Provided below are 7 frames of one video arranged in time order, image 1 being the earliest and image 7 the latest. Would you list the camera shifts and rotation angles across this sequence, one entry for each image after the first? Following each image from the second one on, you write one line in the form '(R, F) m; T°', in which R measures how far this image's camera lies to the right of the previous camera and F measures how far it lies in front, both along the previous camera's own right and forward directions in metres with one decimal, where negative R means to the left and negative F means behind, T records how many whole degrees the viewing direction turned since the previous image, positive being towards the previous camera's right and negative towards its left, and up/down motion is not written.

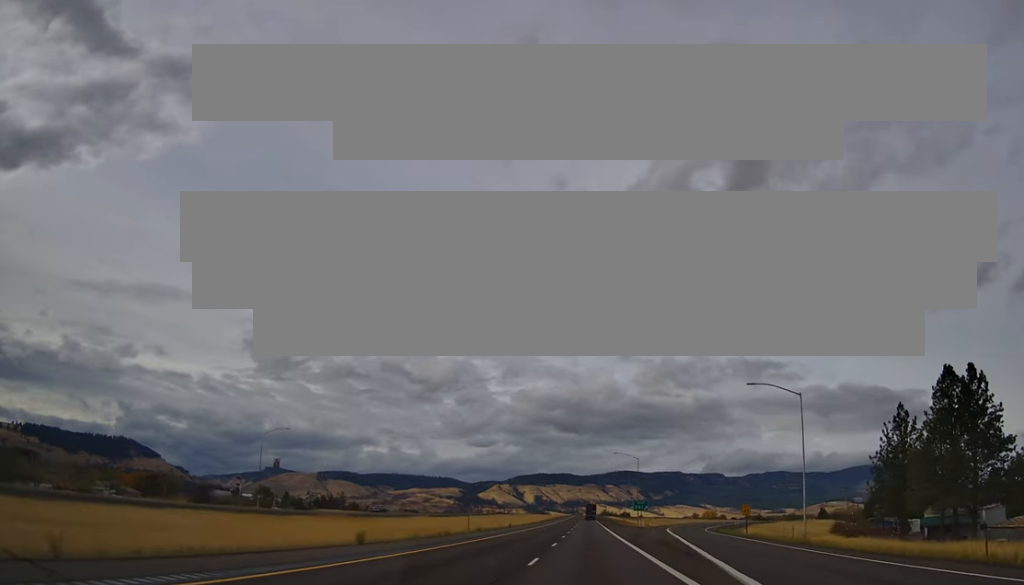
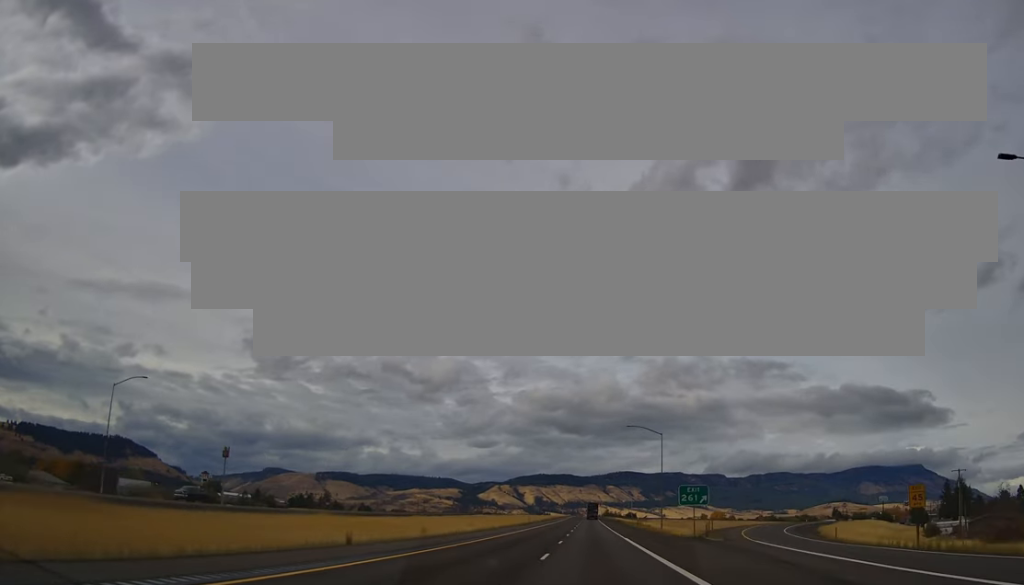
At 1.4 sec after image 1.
(-0.3, +46.2) m; 0°
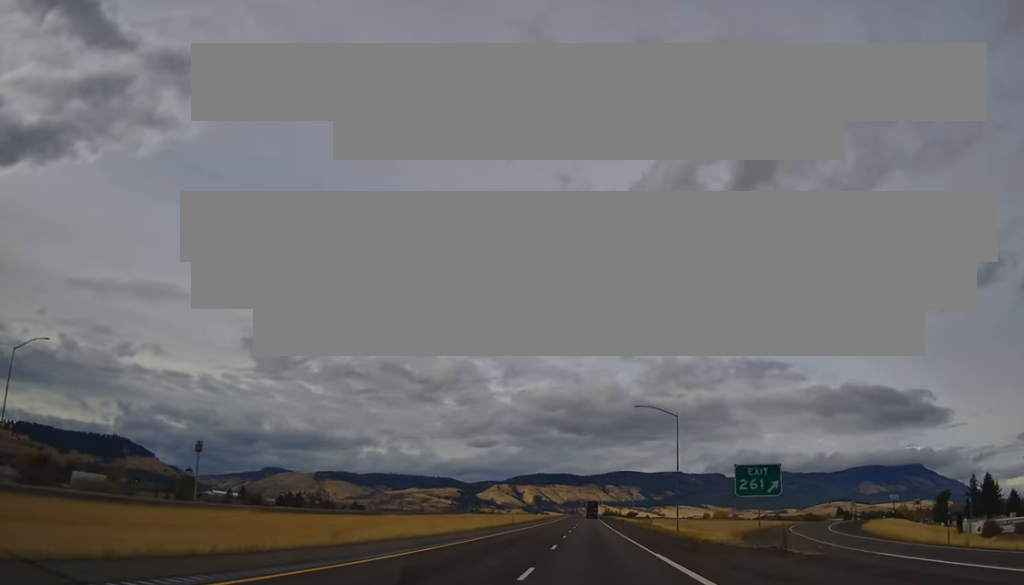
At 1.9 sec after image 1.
(0.0, +19.1) m; 0°
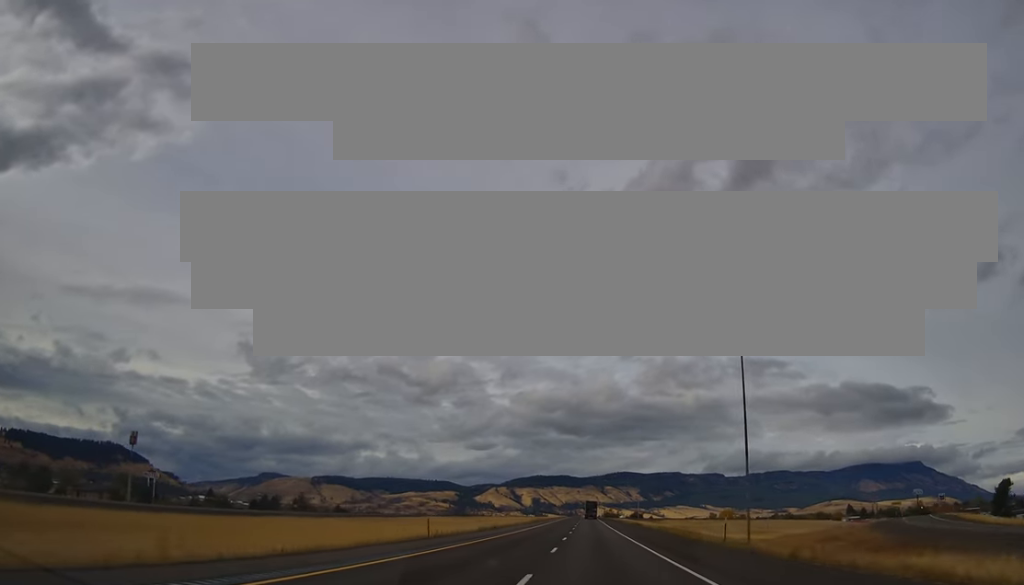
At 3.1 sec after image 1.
(+0.2, +38.1) m; 0°
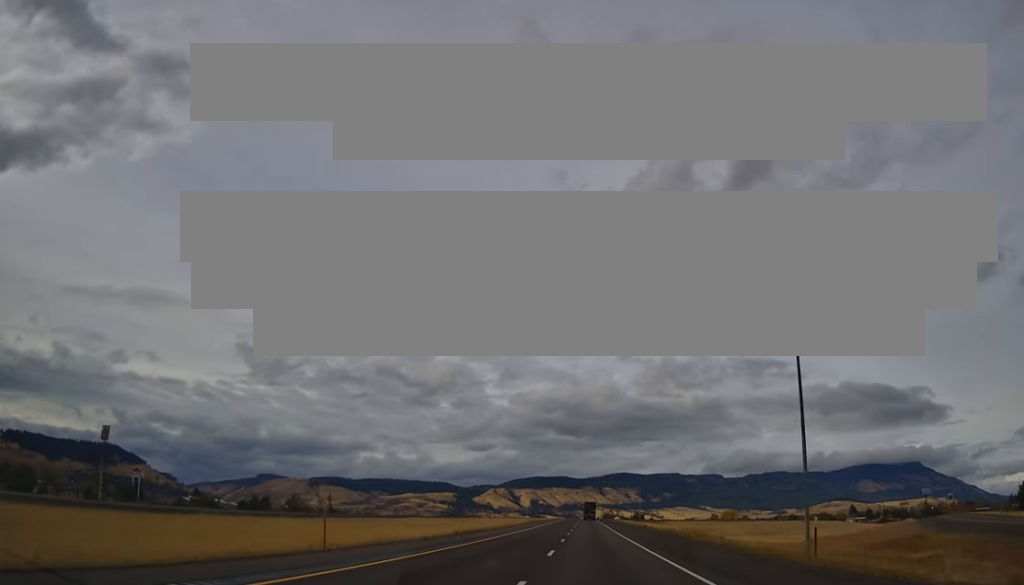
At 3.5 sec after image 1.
(-0.1, +13.5) m; 0°
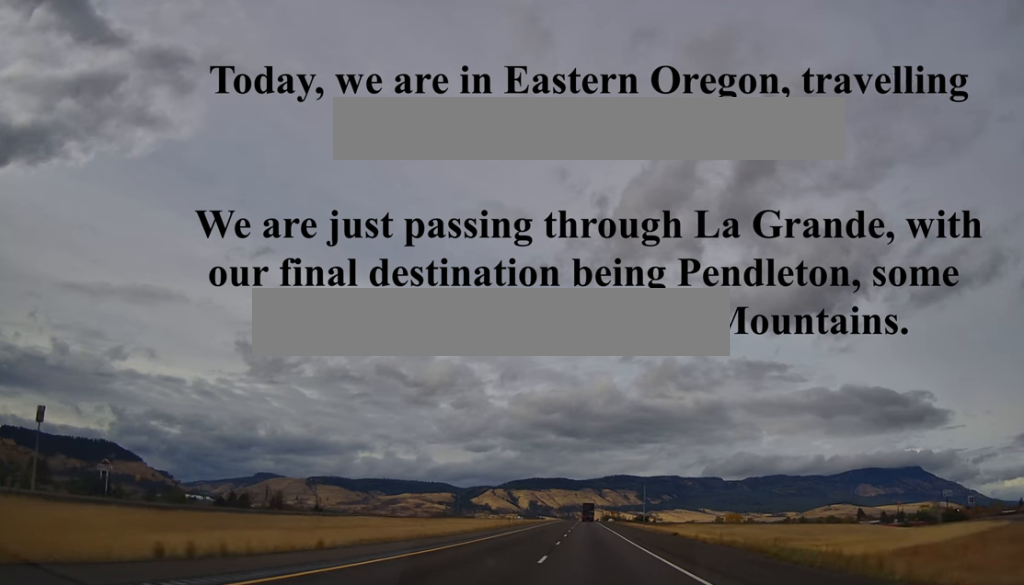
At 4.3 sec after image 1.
(+0.1, +28.1) m; 0°
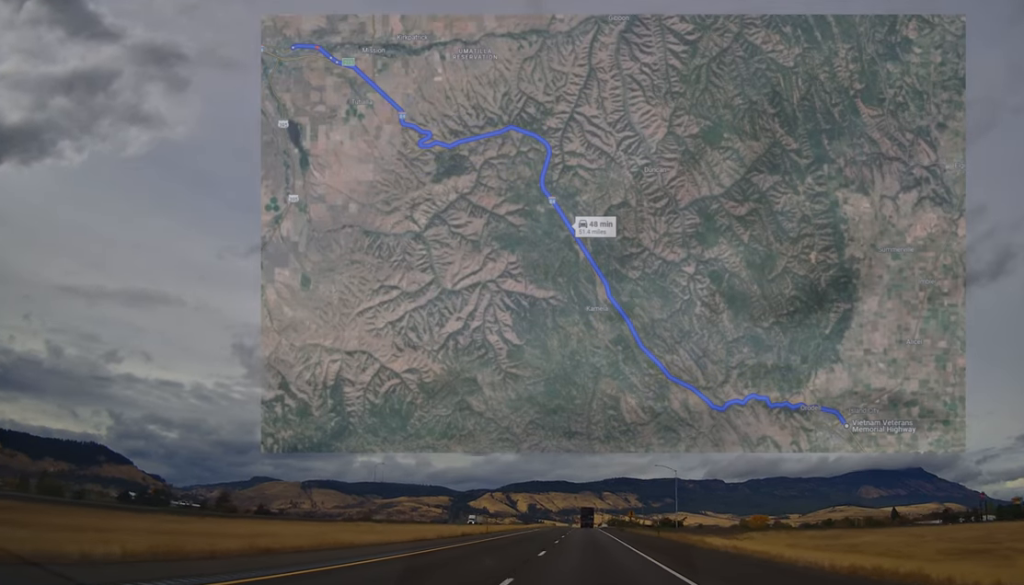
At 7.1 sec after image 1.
(-0.1, +92.4) m; 0°
